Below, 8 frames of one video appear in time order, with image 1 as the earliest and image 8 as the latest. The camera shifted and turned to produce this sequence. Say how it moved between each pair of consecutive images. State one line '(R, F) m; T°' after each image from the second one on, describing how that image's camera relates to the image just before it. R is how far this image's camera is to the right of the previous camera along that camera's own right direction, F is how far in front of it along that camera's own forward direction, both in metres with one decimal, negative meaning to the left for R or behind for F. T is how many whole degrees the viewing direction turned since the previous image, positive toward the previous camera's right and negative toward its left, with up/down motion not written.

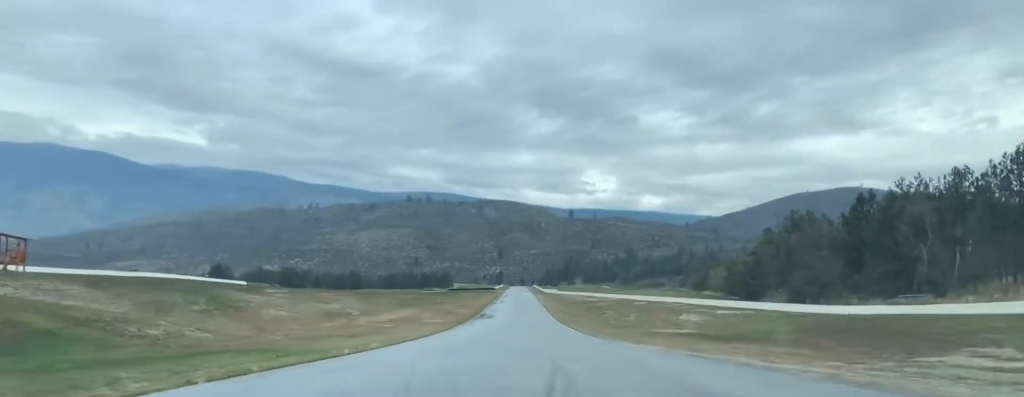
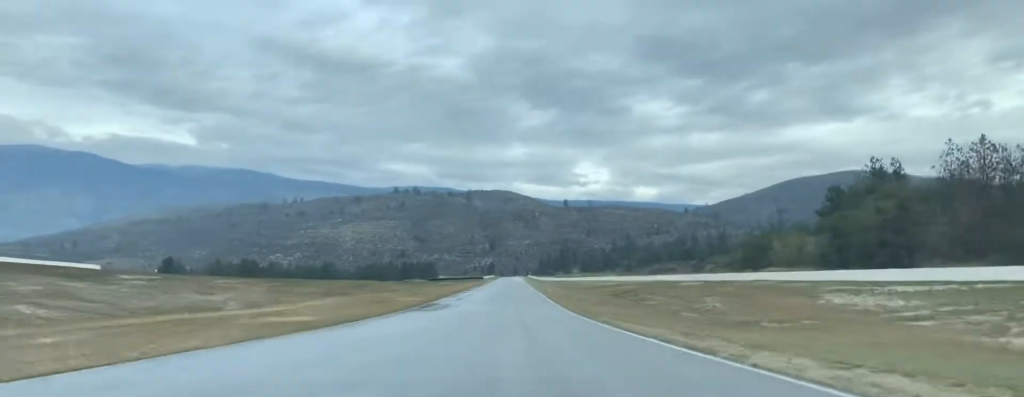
(-3.1, +60.1) m; -7°
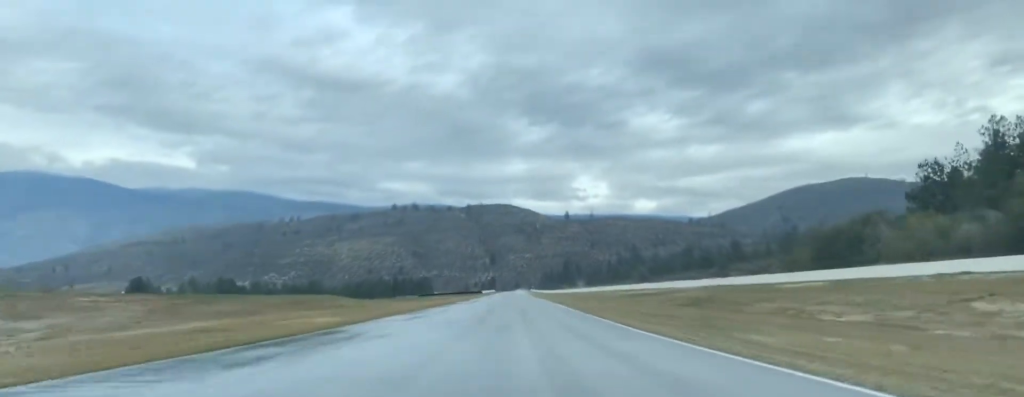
(-0.2, +42.2) m; +1°
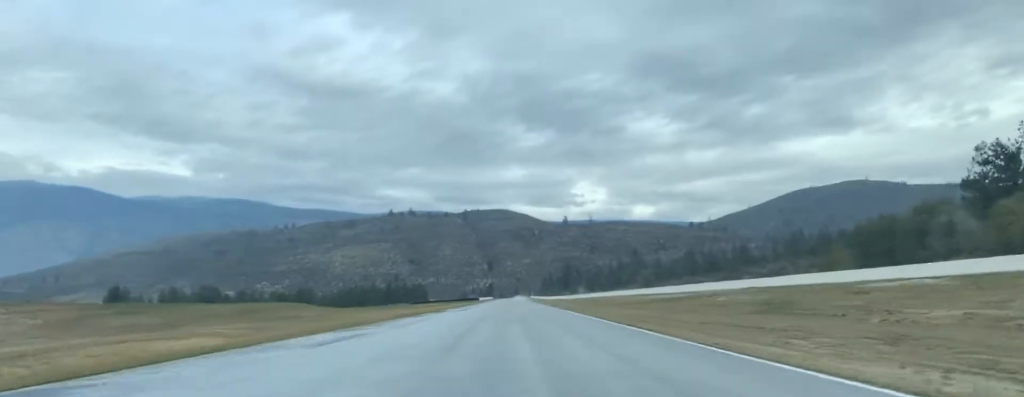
(+0.3, +18.6) m; 0°
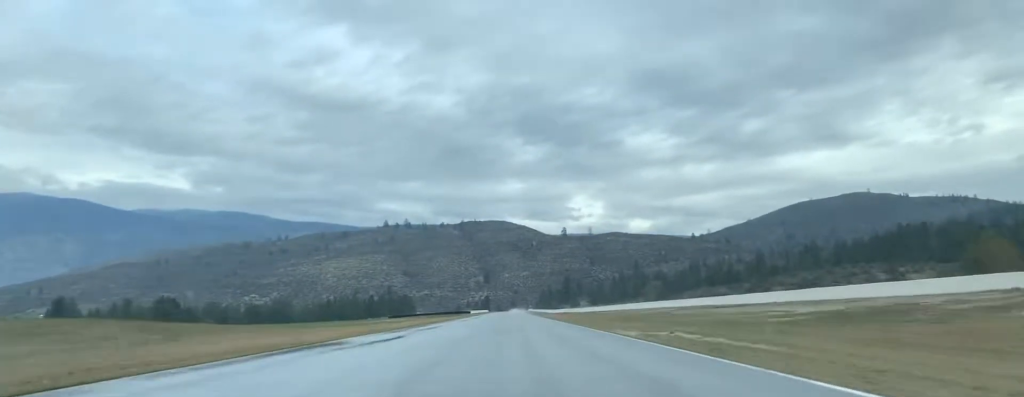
(+0.3, +47.0) m; +1°
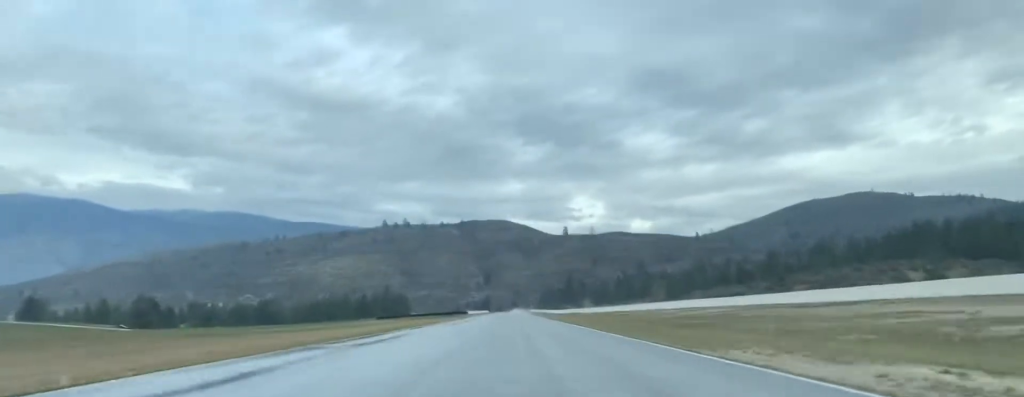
(-0.1, +20.5) m; 0°
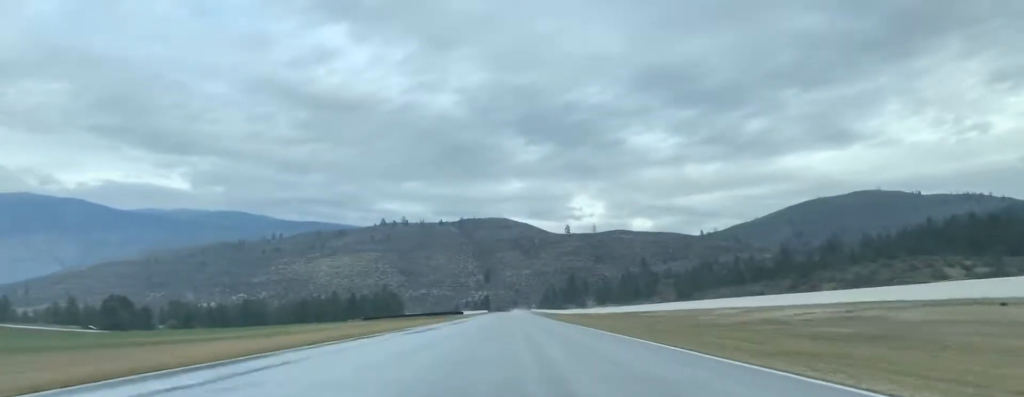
(+0.2, +23.7) m; 0°
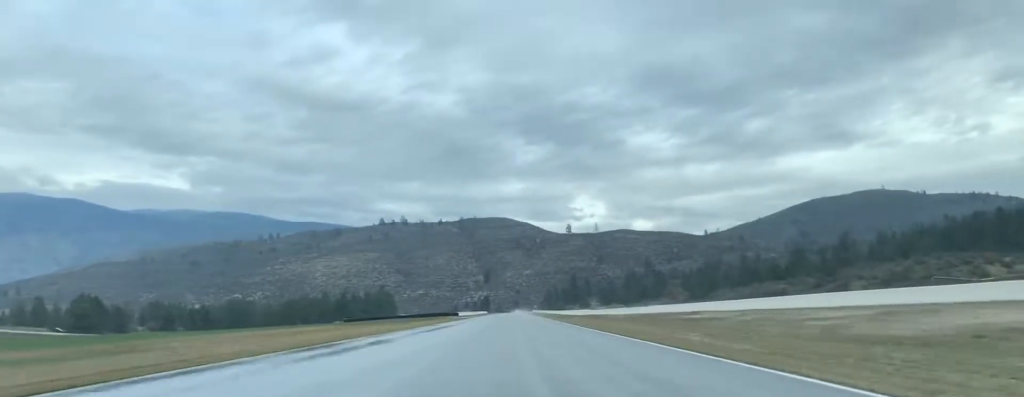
(+0.1, +22.4) m; 0°
